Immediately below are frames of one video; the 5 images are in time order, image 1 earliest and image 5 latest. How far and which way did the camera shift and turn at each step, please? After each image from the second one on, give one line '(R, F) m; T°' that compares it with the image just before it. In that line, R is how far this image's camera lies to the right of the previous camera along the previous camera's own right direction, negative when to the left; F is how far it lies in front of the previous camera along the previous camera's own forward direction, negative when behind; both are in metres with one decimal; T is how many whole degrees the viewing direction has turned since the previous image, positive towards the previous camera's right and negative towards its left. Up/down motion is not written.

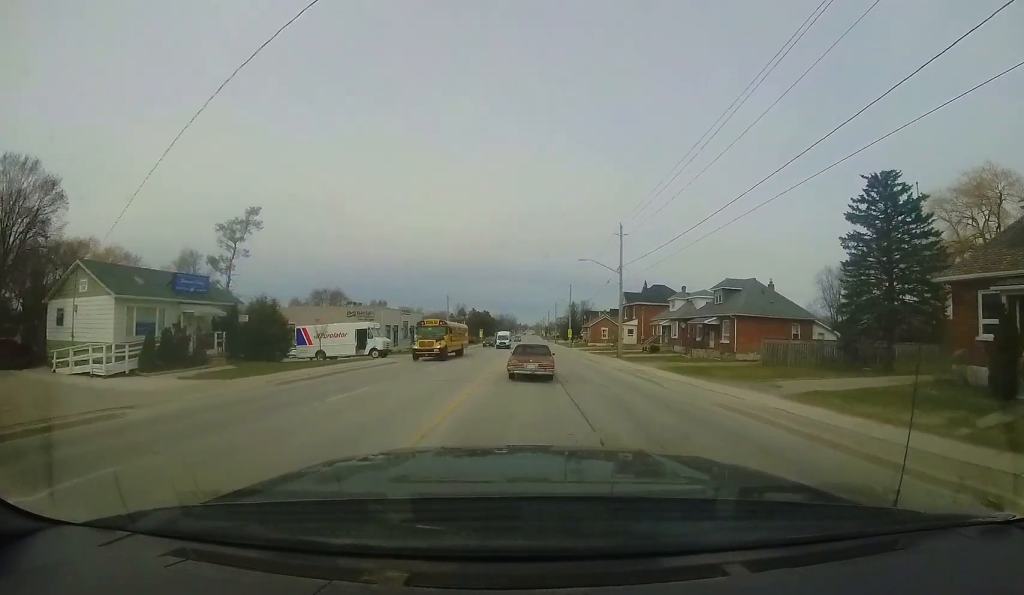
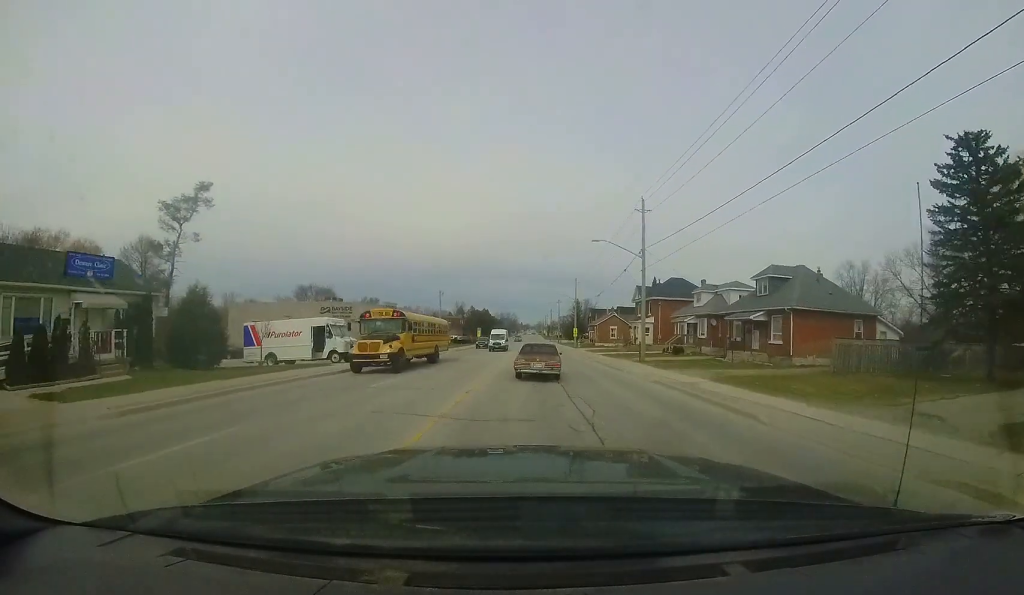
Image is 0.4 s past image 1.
(-0.2, +6.7) m; -1°
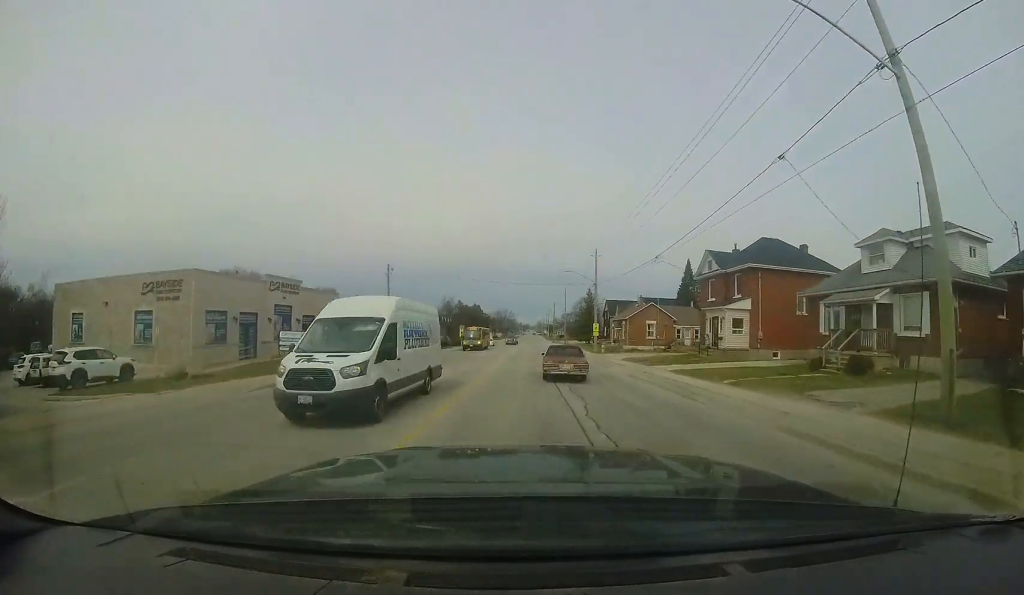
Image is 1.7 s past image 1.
(-0.2, +22.1) m; 0°
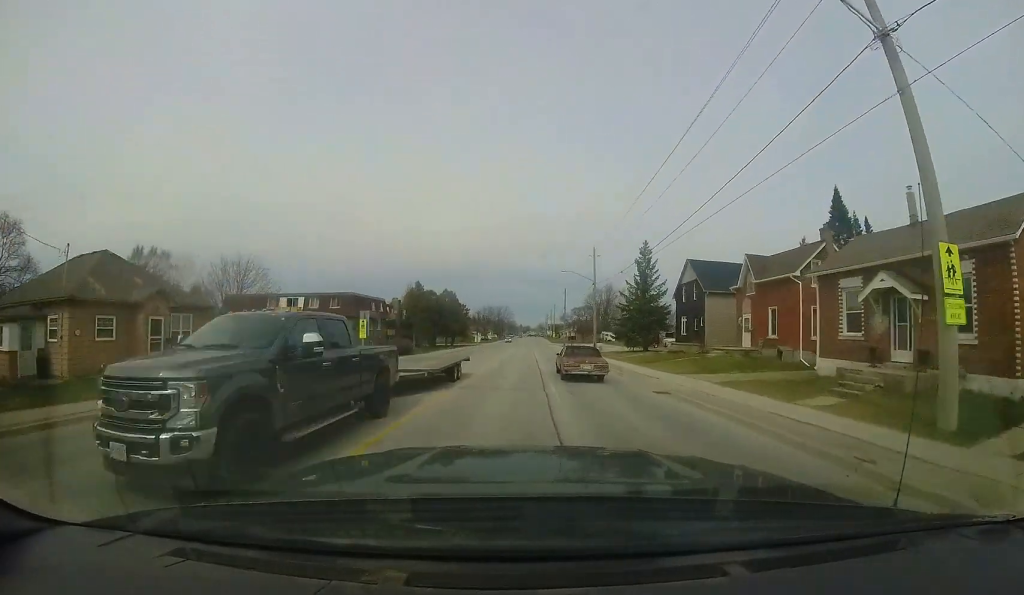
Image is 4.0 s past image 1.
(-1.3, +40.1) m; -2°
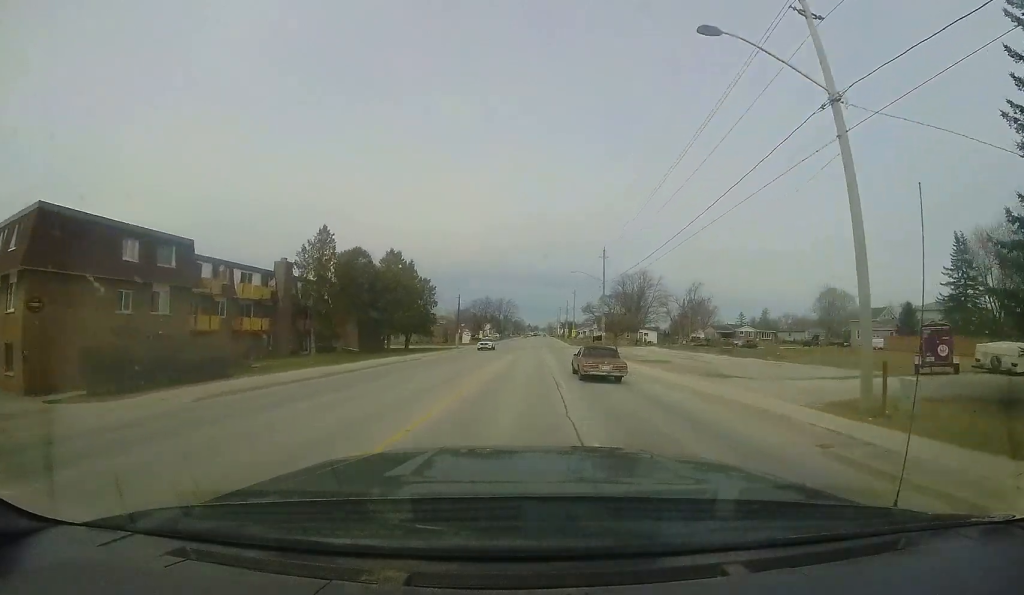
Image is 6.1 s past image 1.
(+1.1, +35.4) m; +1°
